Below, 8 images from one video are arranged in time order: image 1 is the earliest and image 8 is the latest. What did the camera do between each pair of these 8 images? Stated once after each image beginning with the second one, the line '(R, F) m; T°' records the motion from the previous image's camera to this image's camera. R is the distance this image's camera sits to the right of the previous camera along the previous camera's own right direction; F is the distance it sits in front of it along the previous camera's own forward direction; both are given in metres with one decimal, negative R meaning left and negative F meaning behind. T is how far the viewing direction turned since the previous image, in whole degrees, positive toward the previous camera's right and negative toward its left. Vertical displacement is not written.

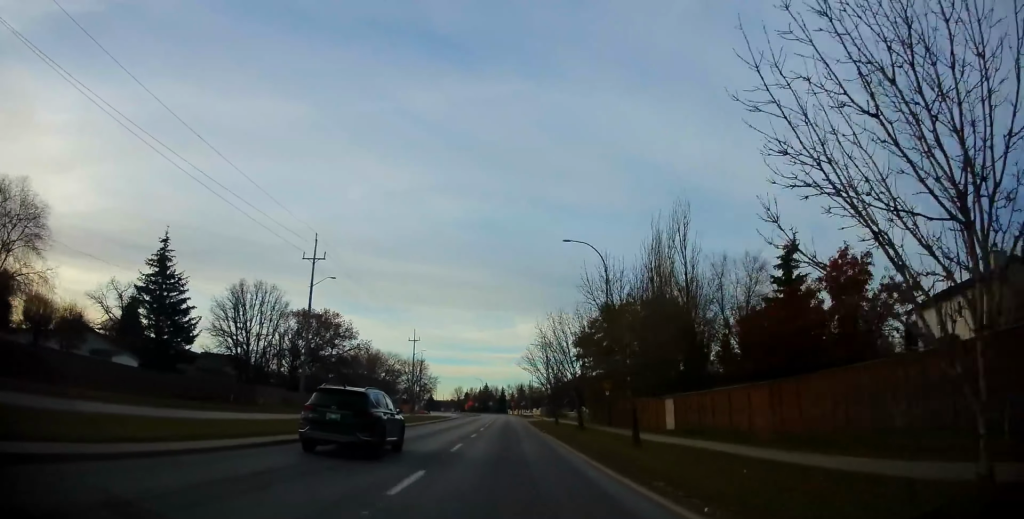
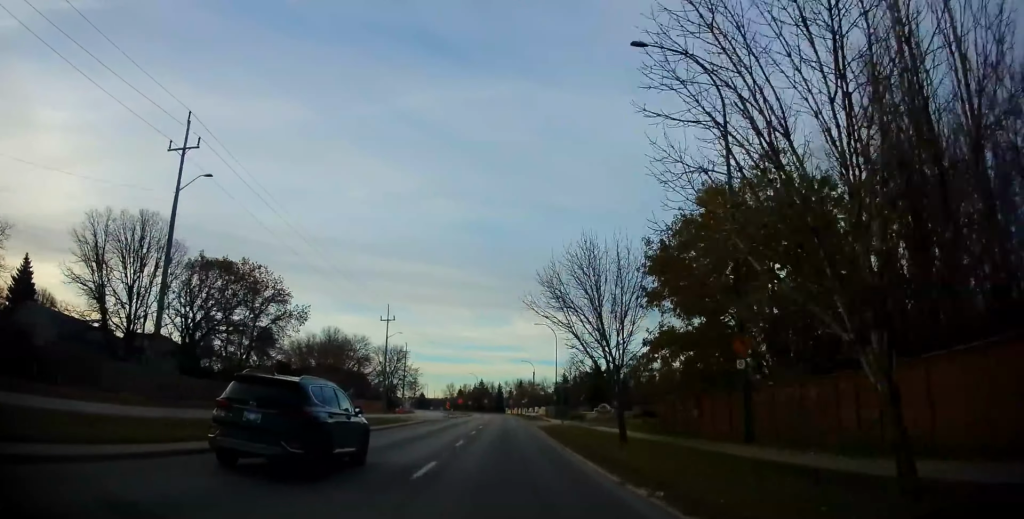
(+0.5, +25.8) m; +2°
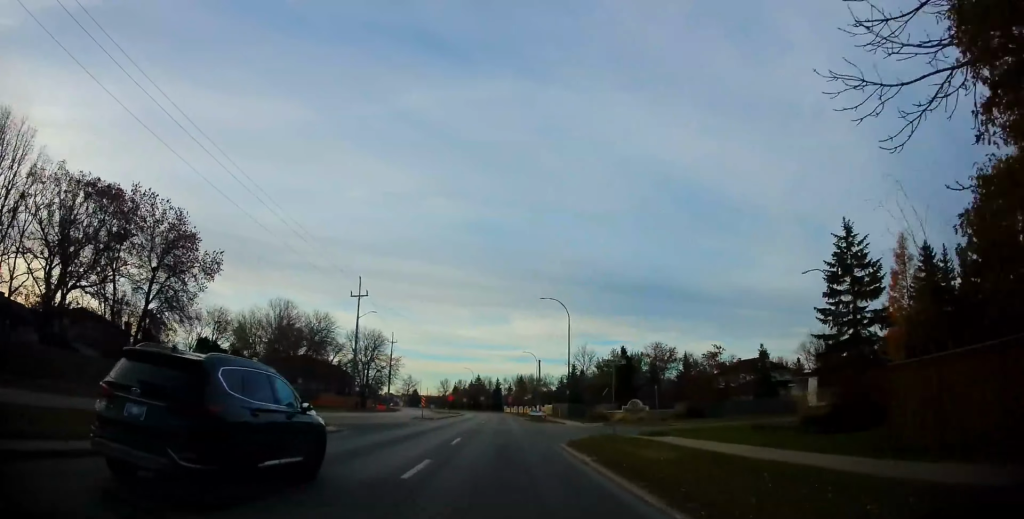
(0.0, +18.7) m; 0°
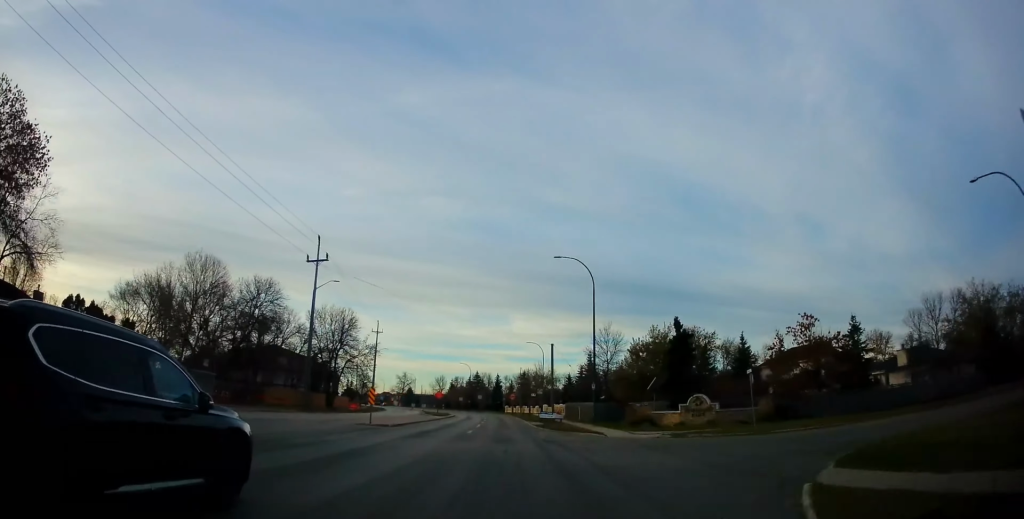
(0.0, +18.5) m; 0°
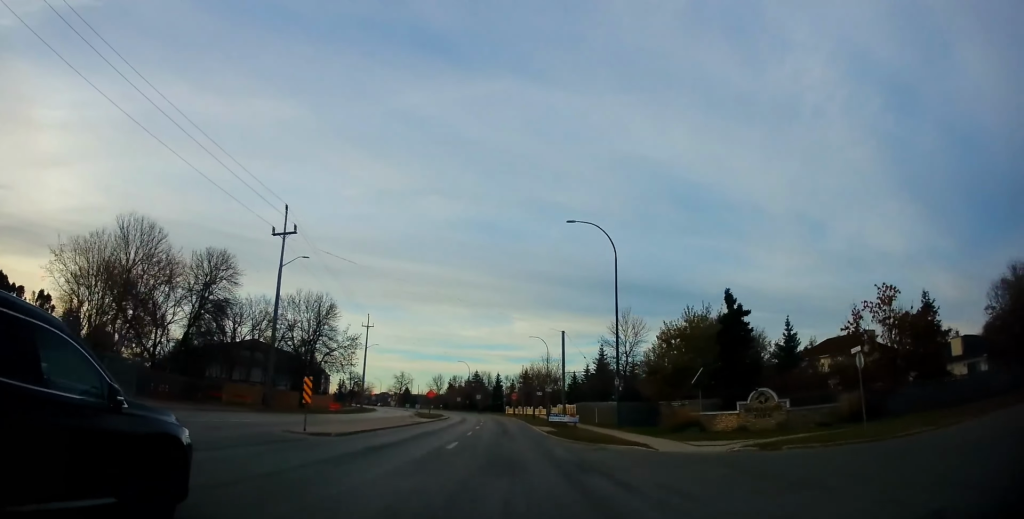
(0.0, +9.7) m; 0°
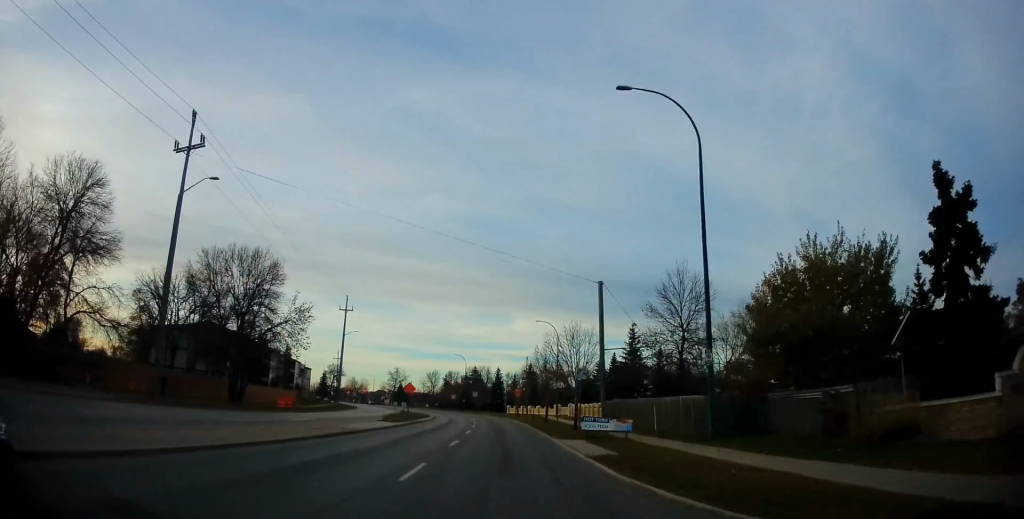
(-0.1, +17.5) m; +1°
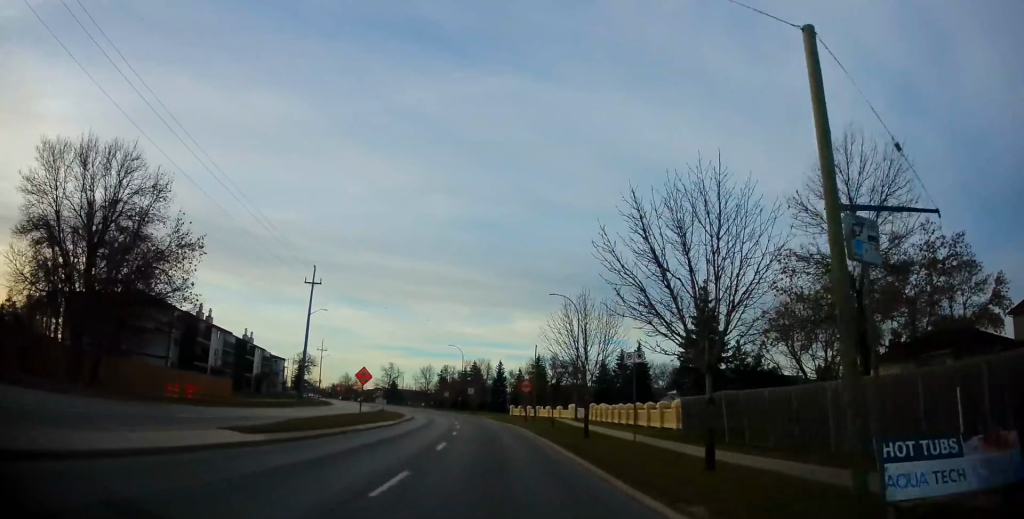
(+0.3, +20.0) m; -1°
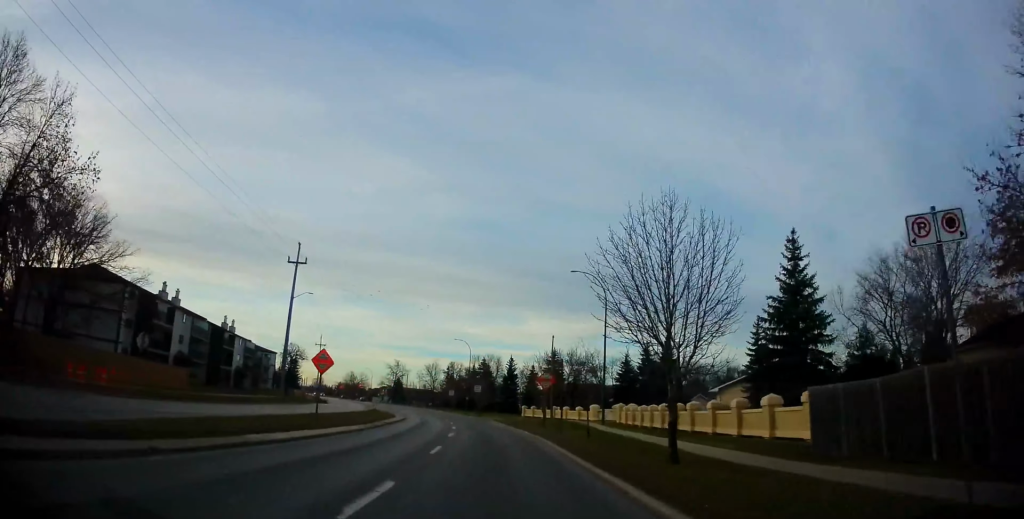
(-0.3, +11.0) m; -2°
